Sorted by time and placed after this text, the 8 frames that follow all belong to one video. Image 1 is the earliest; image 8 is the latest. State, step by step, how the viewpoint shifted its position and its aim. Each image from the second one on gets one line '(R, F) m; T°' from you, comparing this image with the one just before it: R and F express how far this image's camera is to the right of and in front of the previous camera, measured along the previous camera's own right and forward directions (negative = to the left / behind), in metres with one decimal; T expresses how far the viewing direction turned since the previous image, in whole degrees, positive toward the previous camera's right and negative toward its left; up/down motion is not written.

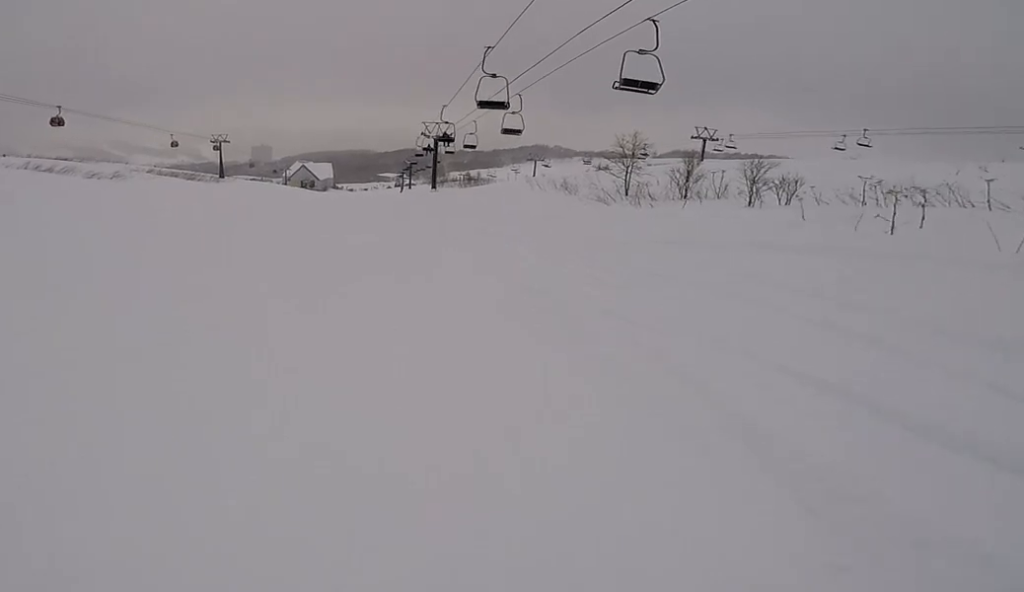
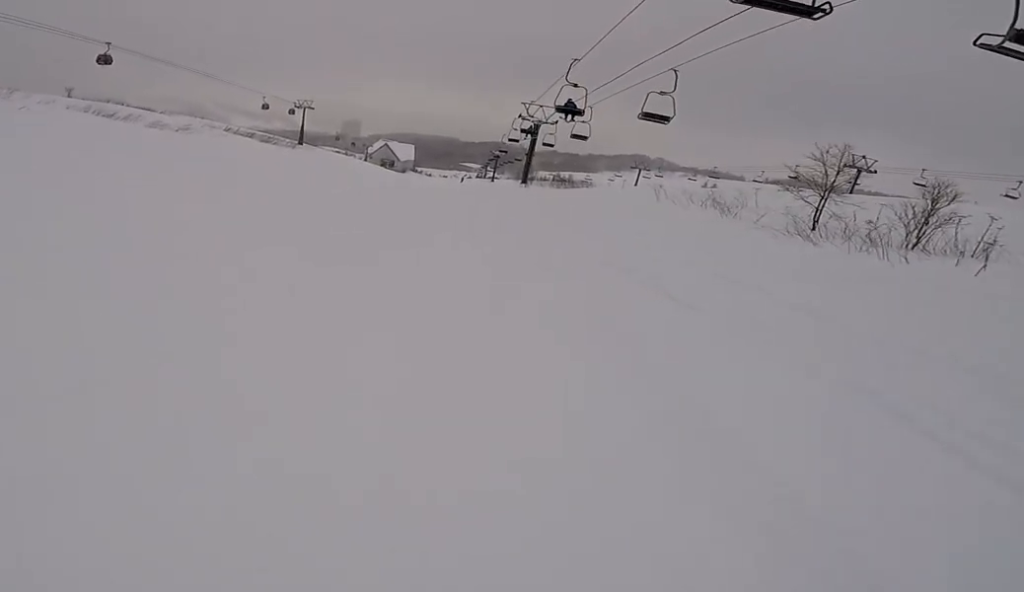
(0.0, +10.6) m; -6°
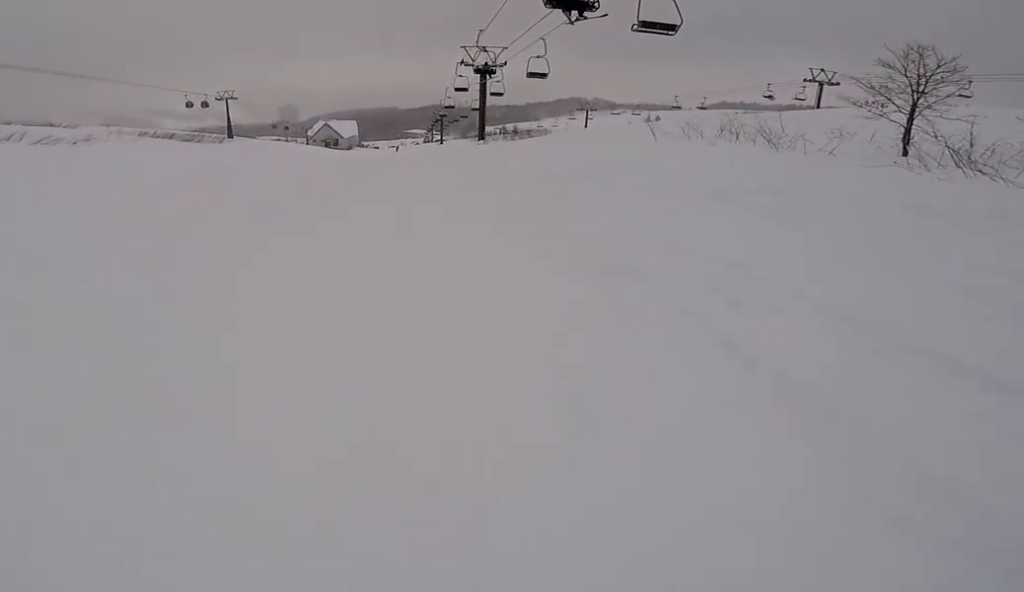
(-0.9, +8.9) m; -2°
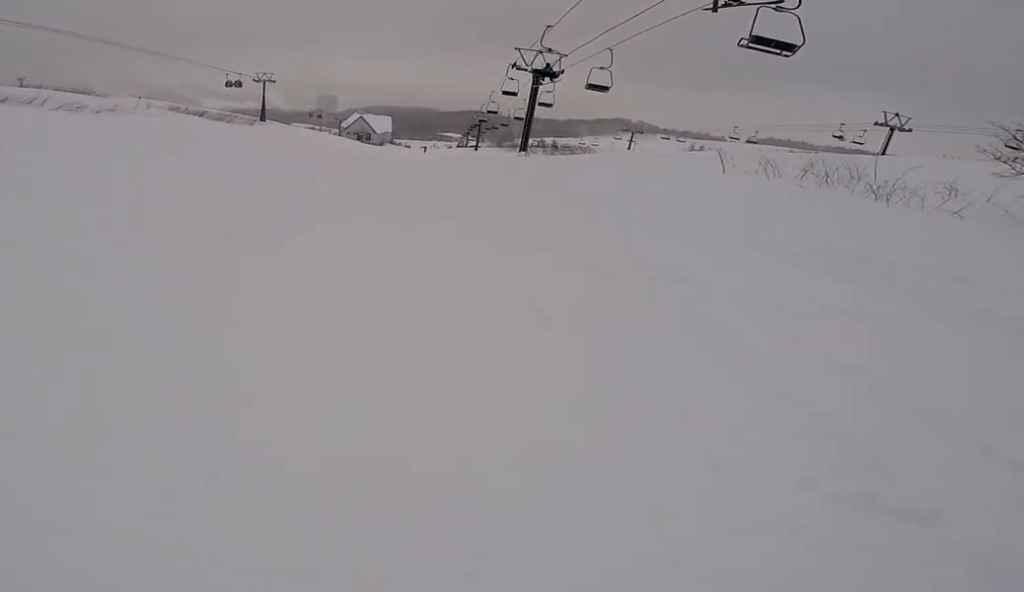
(+0.2, +3.2) m; +2°
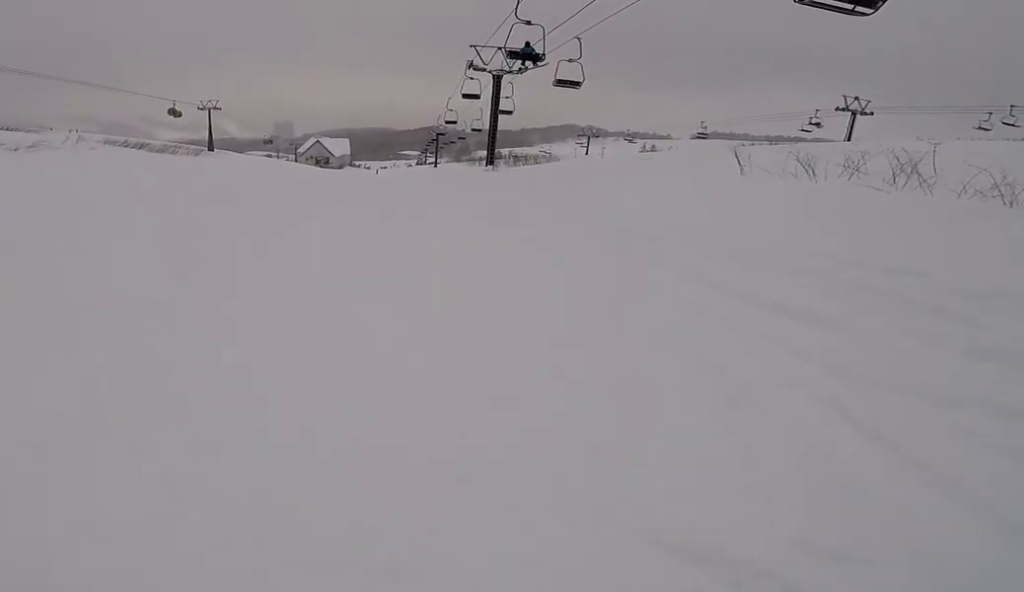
(+0.5, +6.4) m; +5°
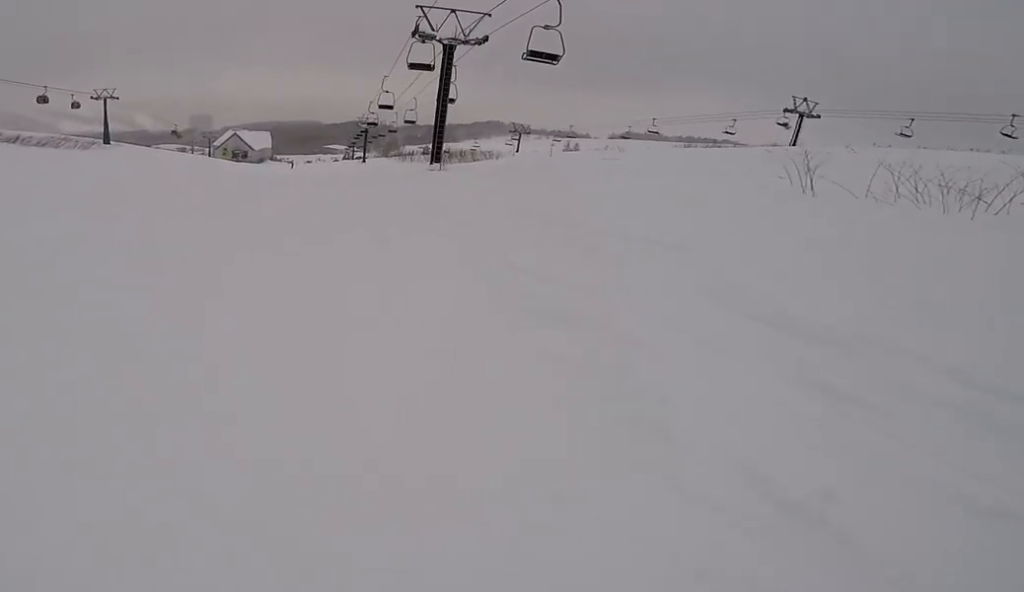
(+0.1, +8.2) m; +1°
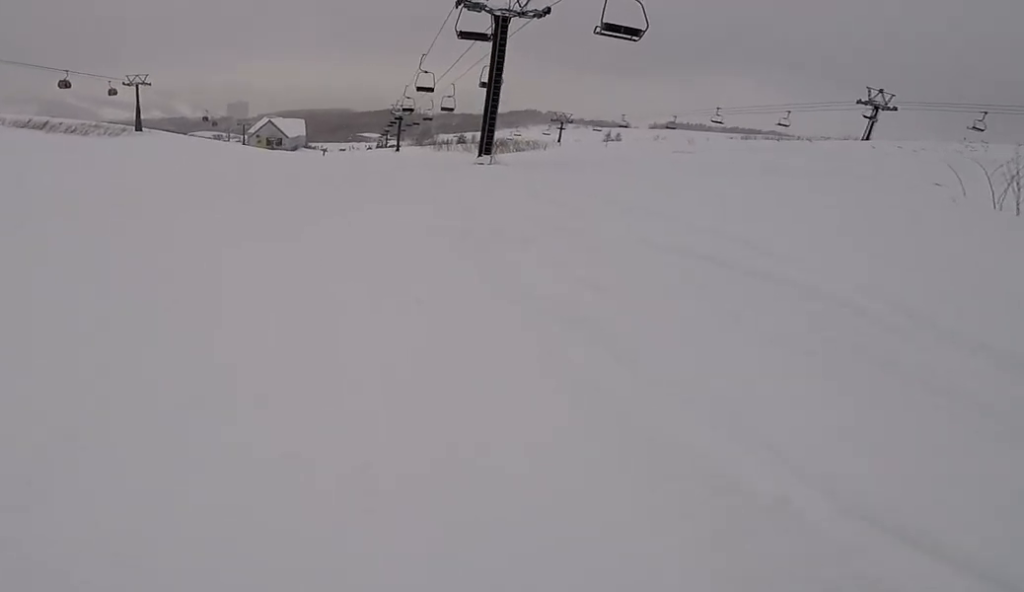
(0.0, +4.0) m; 0°
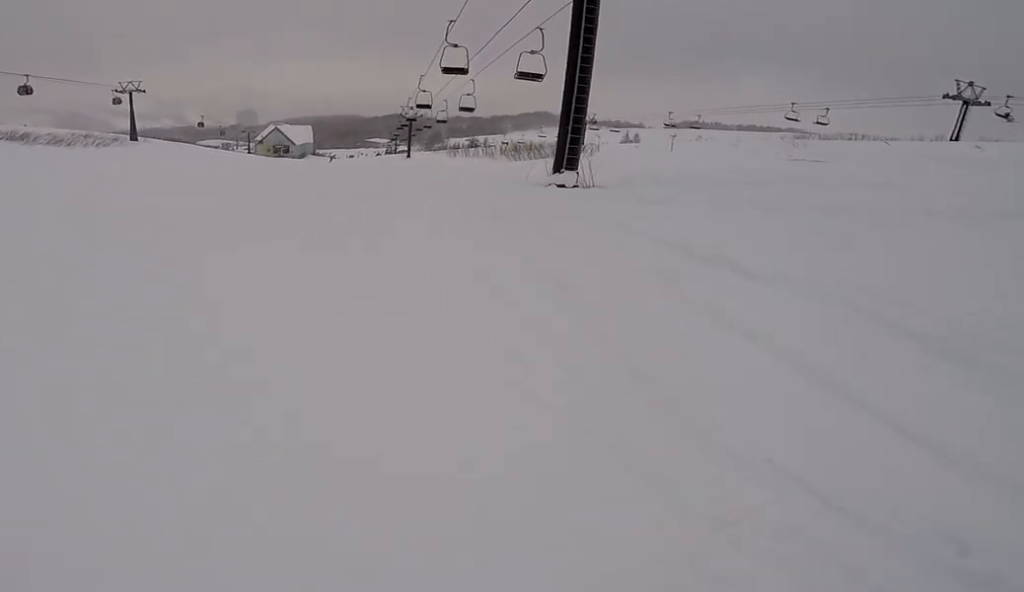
(0.0, +8.4) m; -2°
